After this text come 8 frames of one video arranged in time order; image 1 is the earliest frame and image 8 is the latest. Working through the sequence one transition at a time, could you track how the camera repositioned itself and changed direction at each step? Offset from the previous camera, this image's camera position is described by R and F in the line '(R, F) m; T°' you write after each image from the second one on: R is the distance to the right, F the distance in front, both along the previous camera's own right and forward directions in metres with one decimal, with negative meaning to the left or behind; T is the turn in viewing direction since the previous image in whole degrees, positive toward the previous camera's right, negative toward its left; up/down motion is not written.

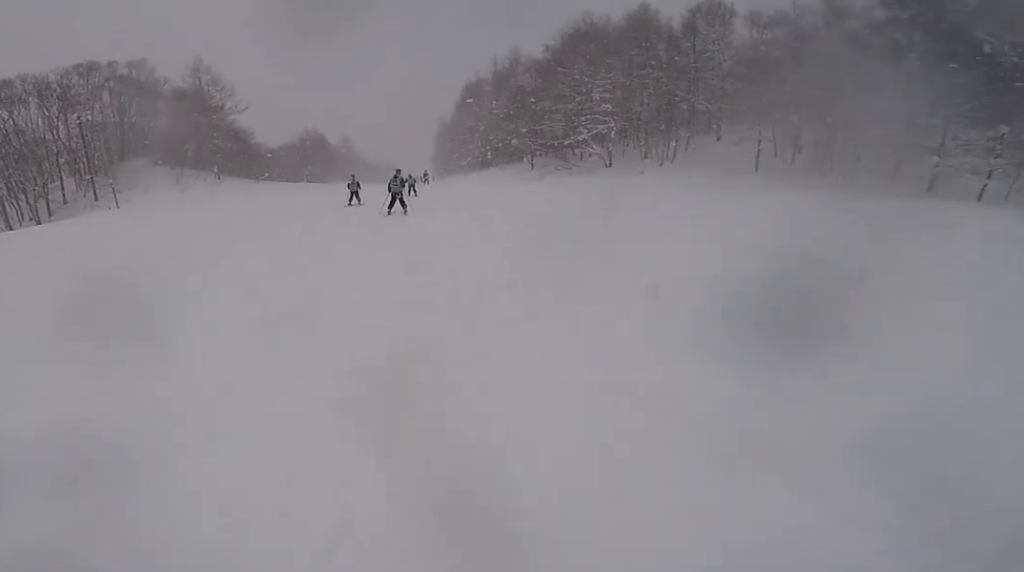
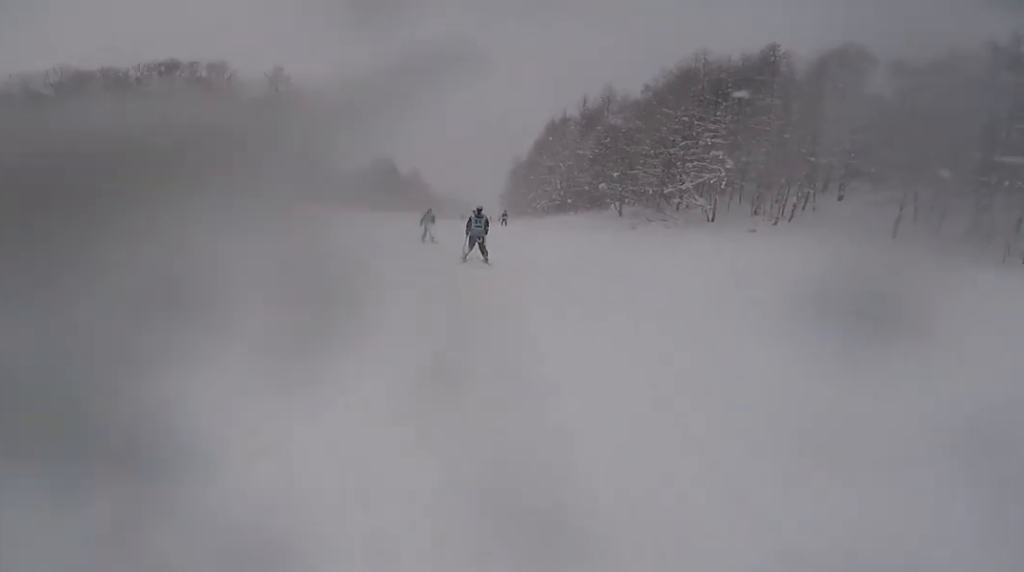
(-0.7, +5.3) m; -9°
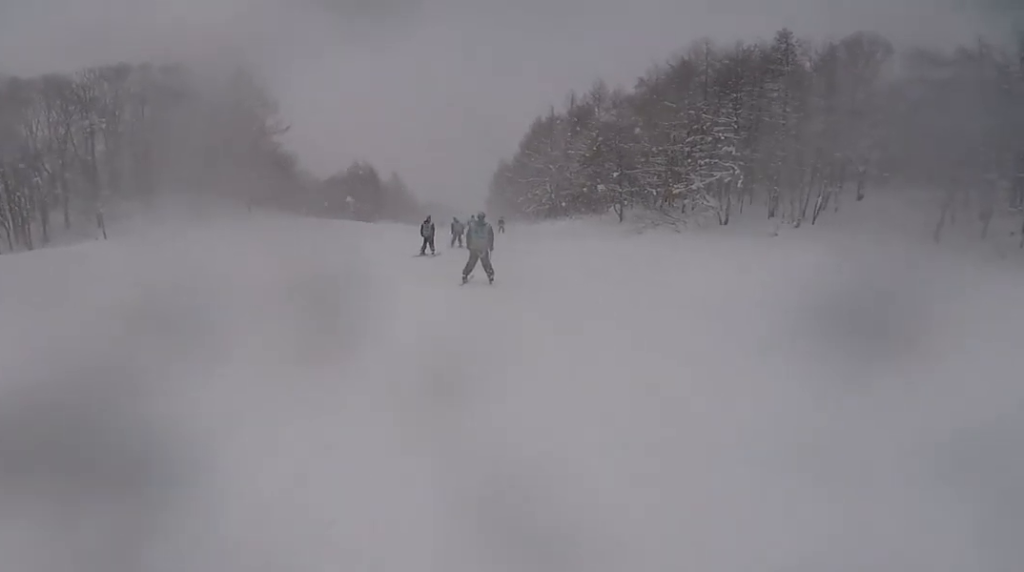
(-0.2, +4.7) m; -5°
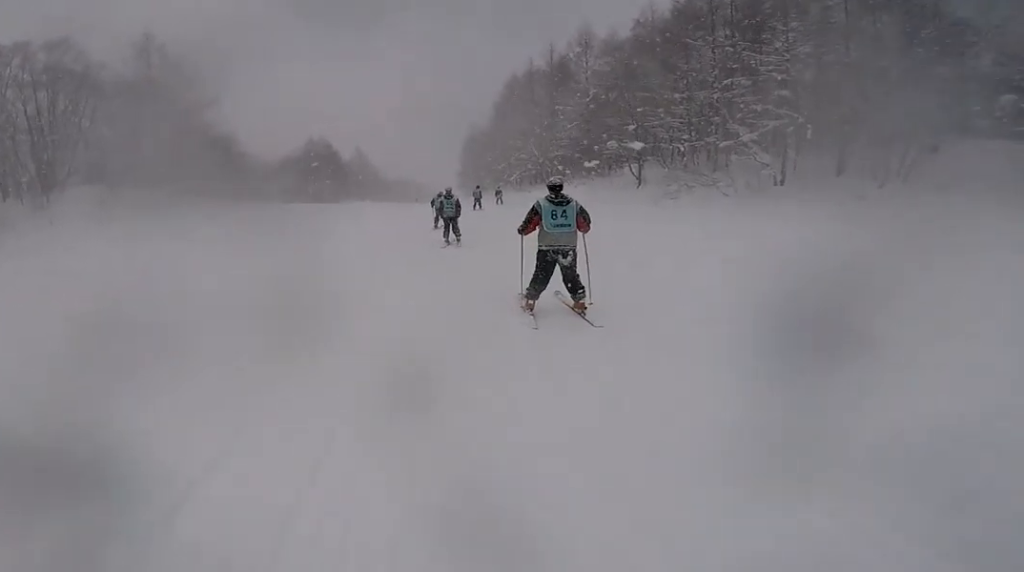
(-0.6, +9.4) m; -2°
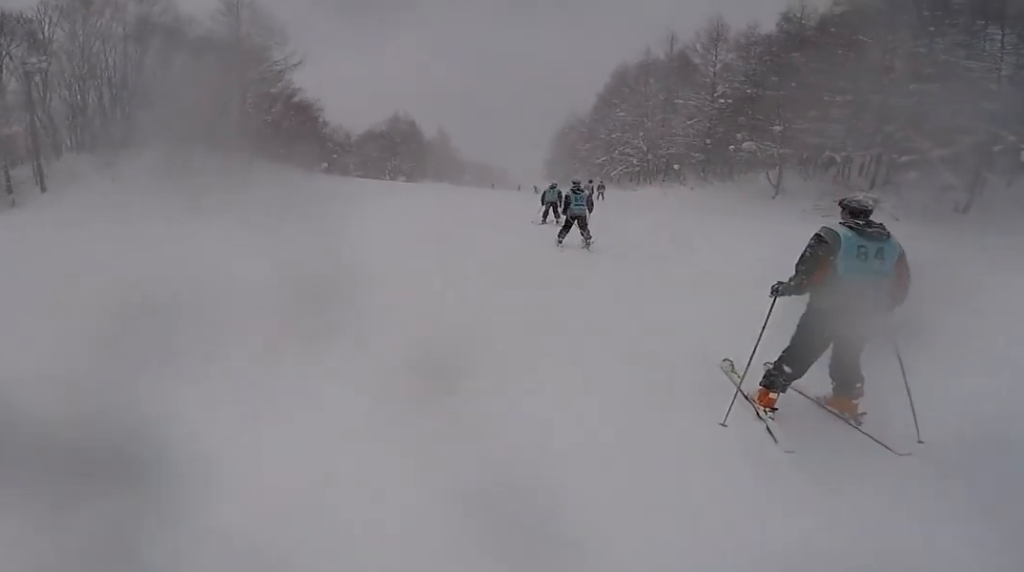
(+0.3, +4.1) m; +4°
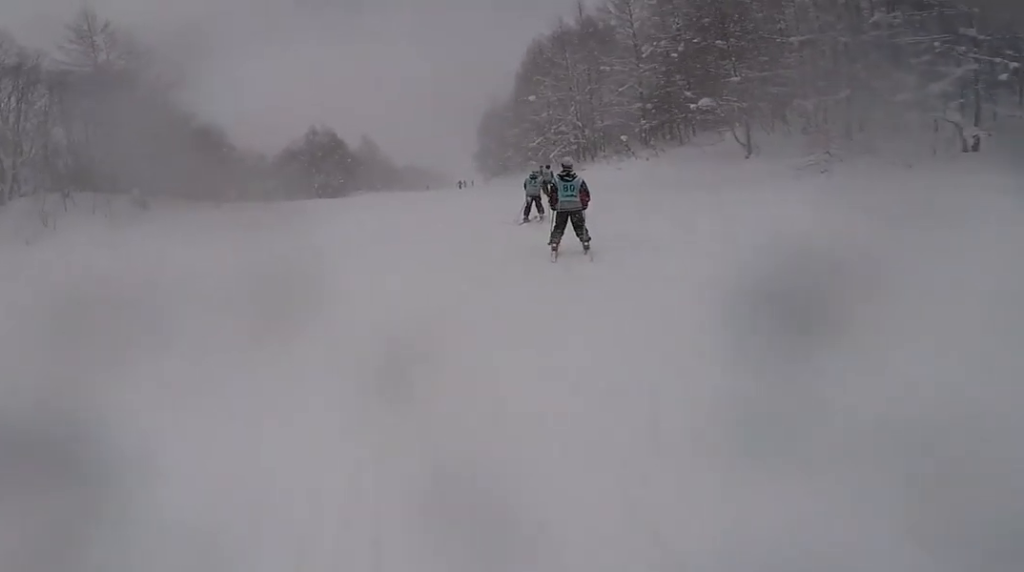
(+0.1, +5.3) m; +1°
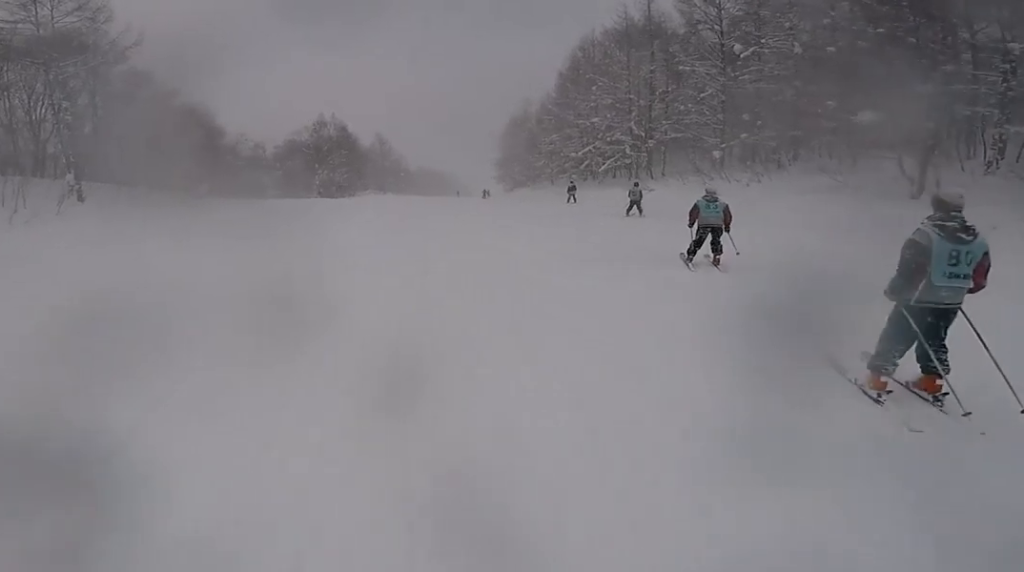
(0.0, +8.2) m; 0°
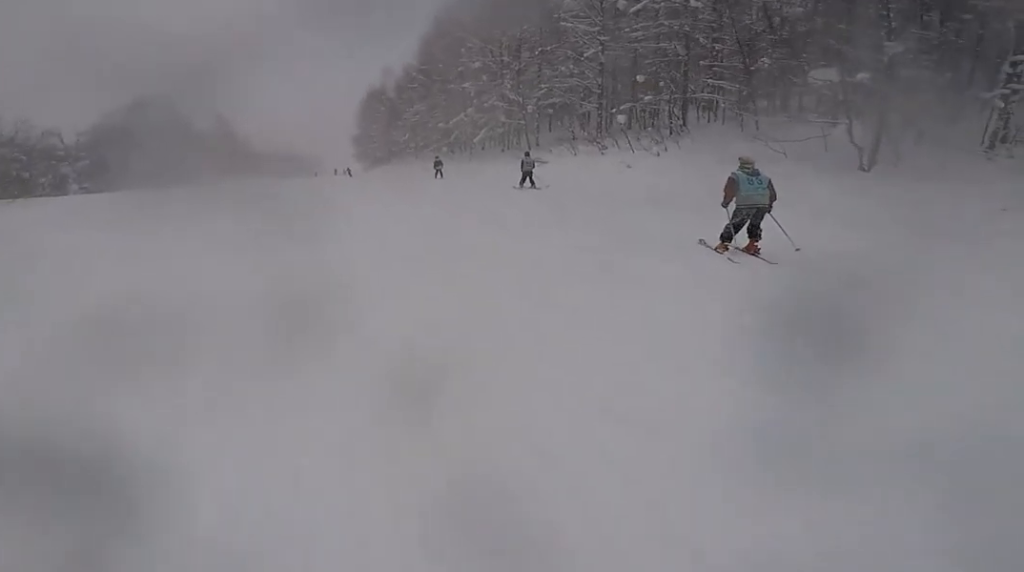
(+0.1, +6.7) m; +5°
